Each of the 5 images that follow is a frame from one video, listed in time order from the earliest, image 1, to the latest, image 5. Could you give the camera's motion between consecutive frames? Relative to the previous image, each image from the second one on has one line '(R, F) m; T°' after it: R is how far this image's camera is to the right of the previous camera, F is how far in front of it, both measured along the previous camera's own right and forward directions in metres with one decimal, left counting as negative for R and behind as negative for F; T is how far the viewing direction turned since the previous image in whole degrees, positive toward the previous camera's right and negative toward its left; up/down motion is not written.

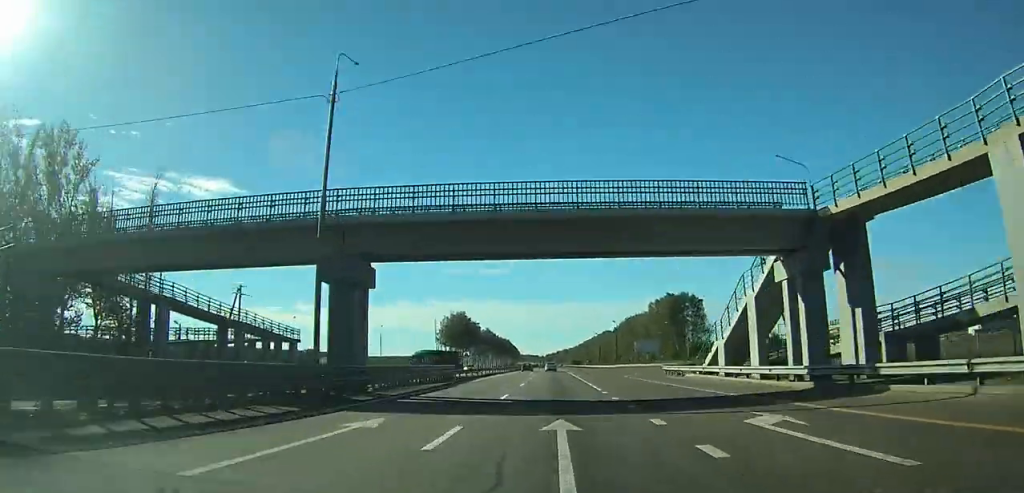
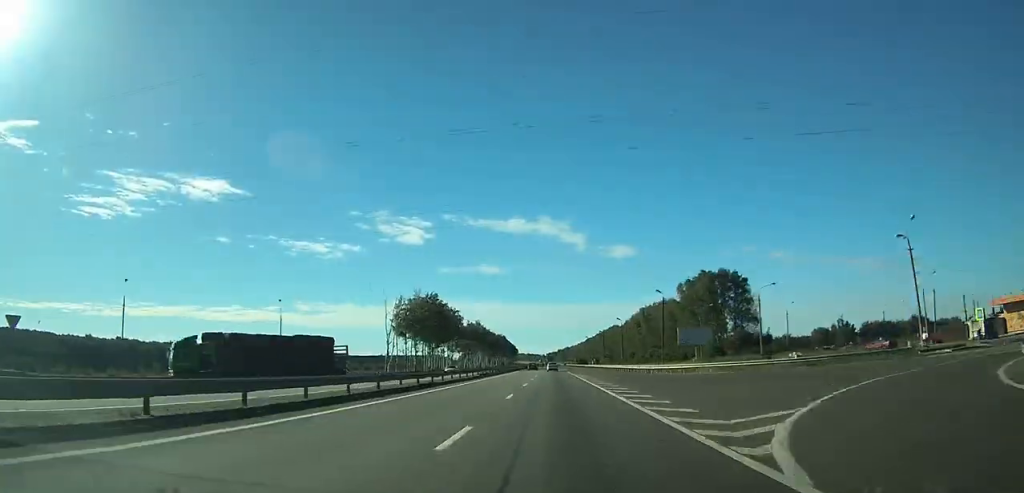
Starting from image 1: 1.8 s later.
(-0.2, +48.1) m; 0°
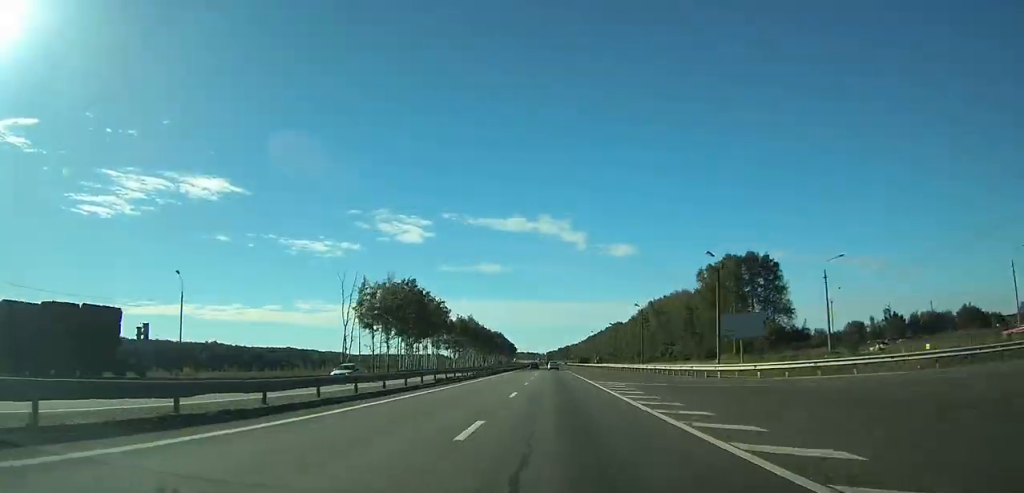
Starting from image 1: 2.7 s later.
(0.0, +23.0) m; 0°
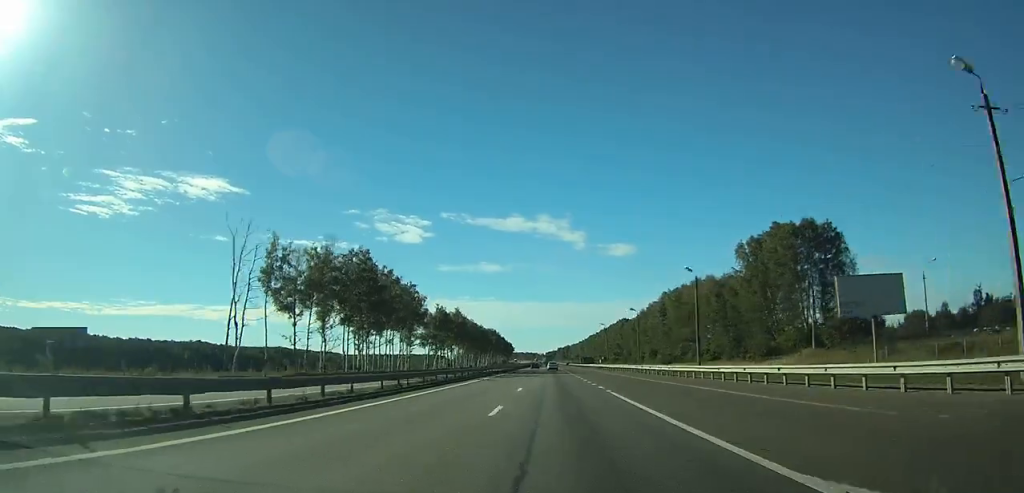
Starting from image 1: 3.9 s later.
(0.0, +31.9) m; 0°
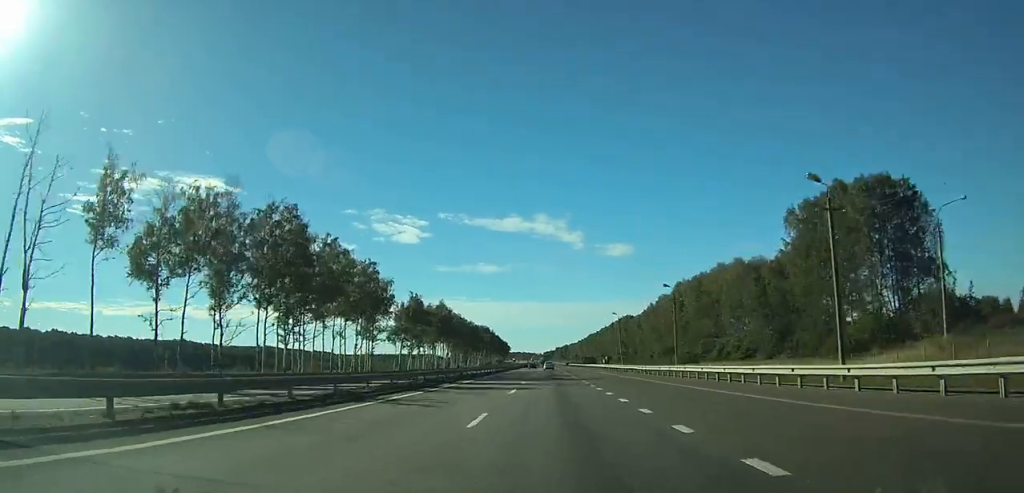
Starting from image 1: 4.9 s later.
(0.0, +26.8) m; 0°
